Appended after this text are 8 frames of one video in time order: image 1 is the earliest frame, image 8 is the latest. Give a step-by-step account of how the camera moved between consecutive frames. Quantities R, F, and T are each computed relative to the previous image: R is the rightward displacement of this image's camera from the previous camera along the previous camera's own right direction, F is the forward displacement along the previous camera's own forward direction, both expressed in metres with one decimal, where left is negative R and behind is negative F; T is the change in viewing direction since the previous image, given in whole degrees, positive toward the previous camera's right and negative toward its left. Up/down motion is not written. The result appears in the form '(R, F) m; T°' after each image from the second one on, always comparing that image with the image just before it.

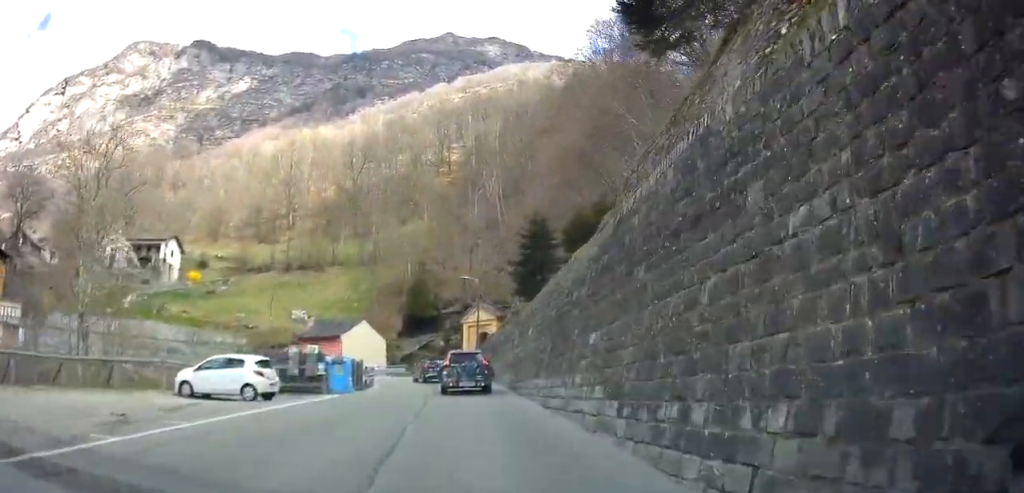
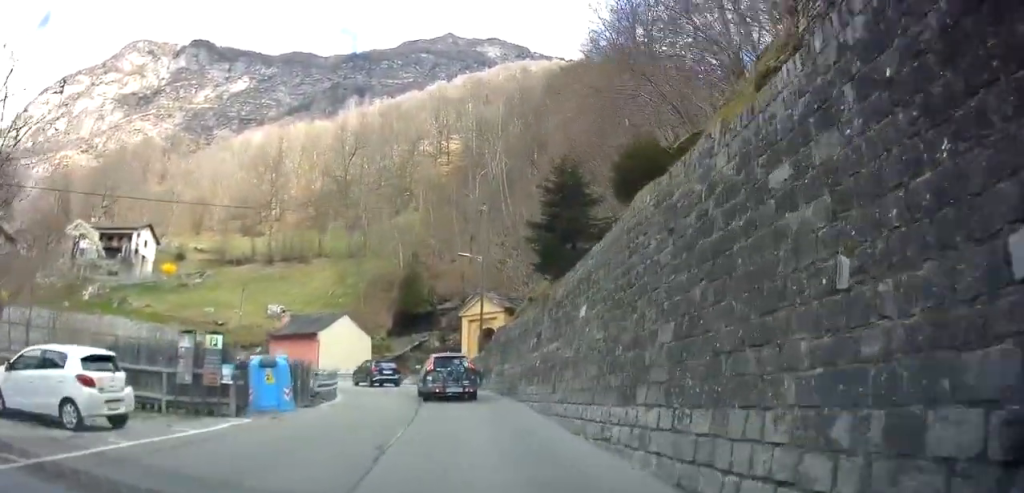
(0.0, +9.7) m; 0°
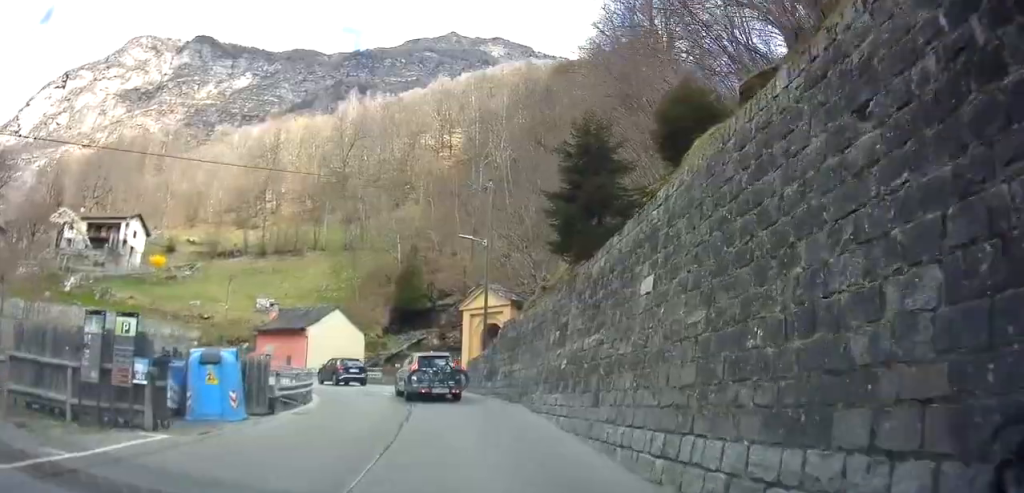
(0.0, +4.2) m; 0°
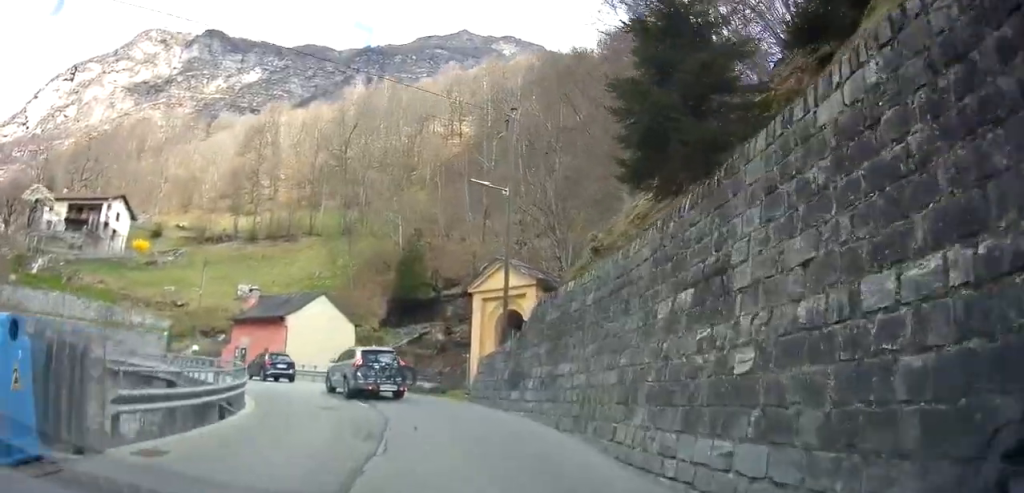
(0.0, +8.1) m; -2°
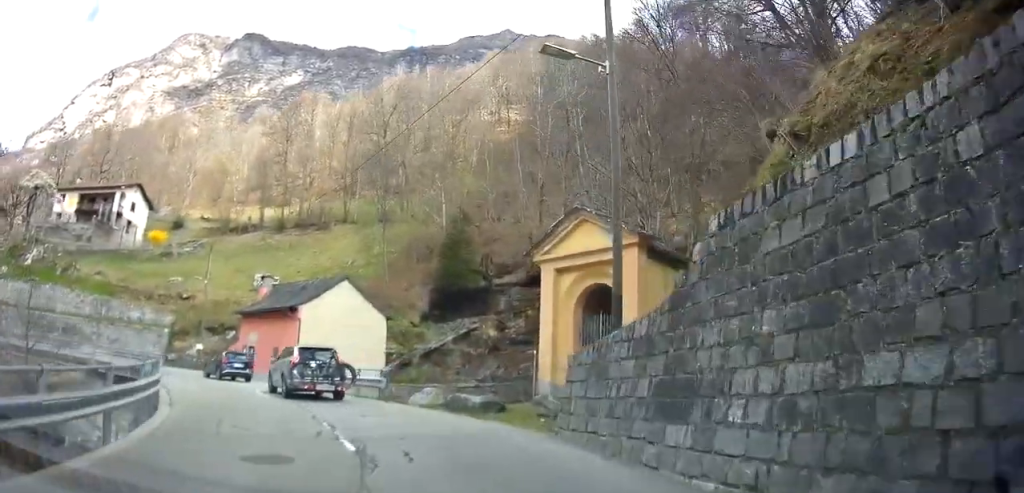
(-0.3, +8.8) m; -5°
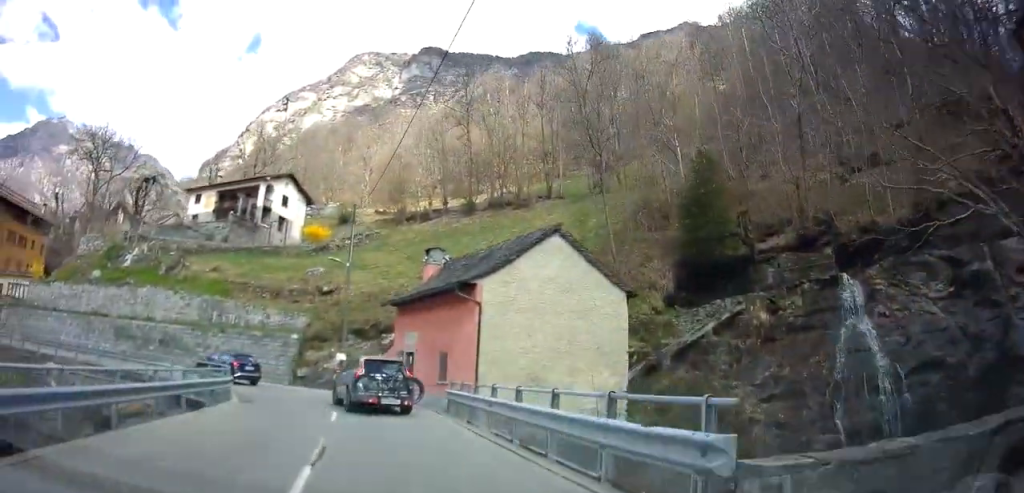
(-2.1, +14.6) m; -15°
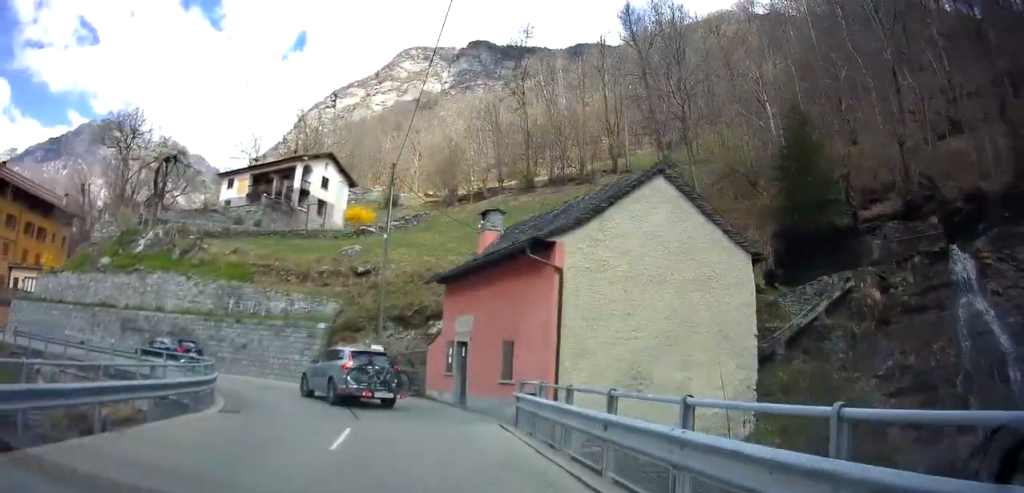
(-0.3, +6.5) m; -6°
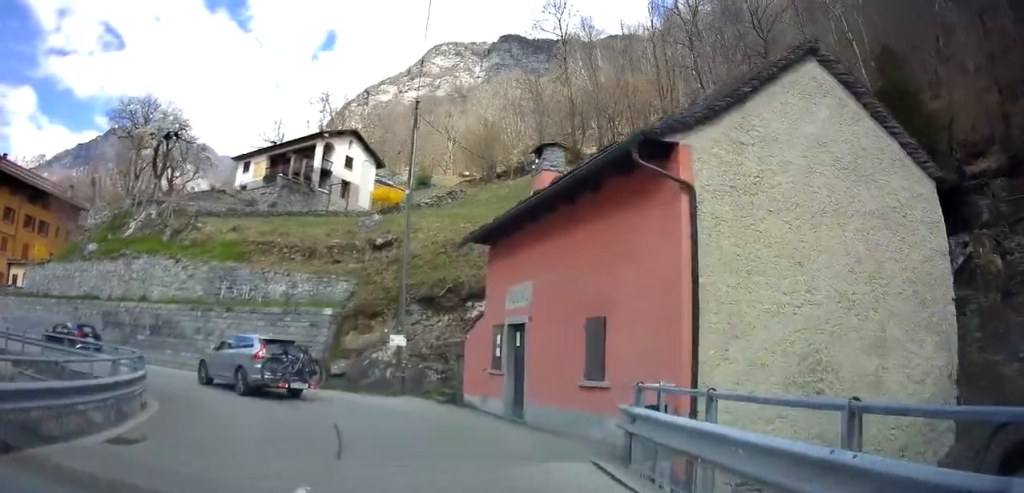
(-0.2, +6.7) m; -11°
